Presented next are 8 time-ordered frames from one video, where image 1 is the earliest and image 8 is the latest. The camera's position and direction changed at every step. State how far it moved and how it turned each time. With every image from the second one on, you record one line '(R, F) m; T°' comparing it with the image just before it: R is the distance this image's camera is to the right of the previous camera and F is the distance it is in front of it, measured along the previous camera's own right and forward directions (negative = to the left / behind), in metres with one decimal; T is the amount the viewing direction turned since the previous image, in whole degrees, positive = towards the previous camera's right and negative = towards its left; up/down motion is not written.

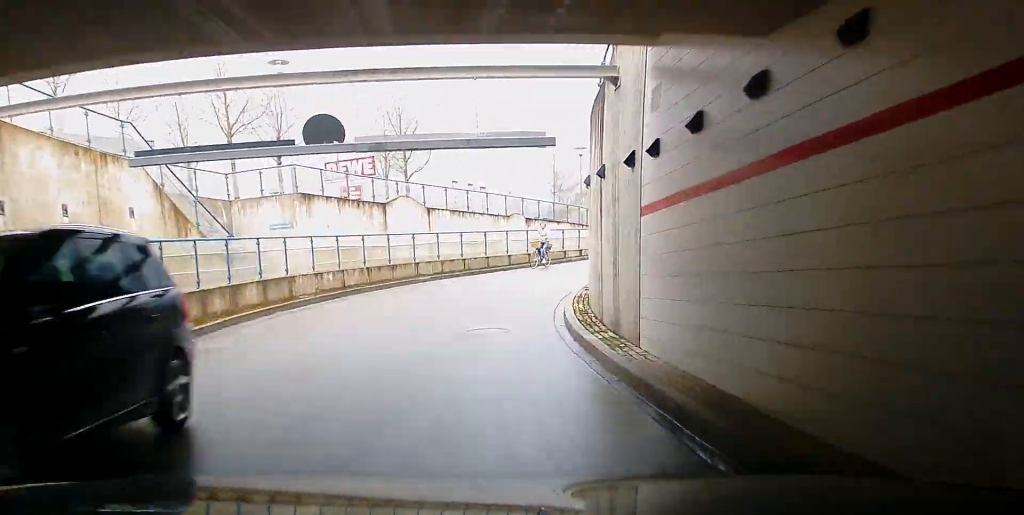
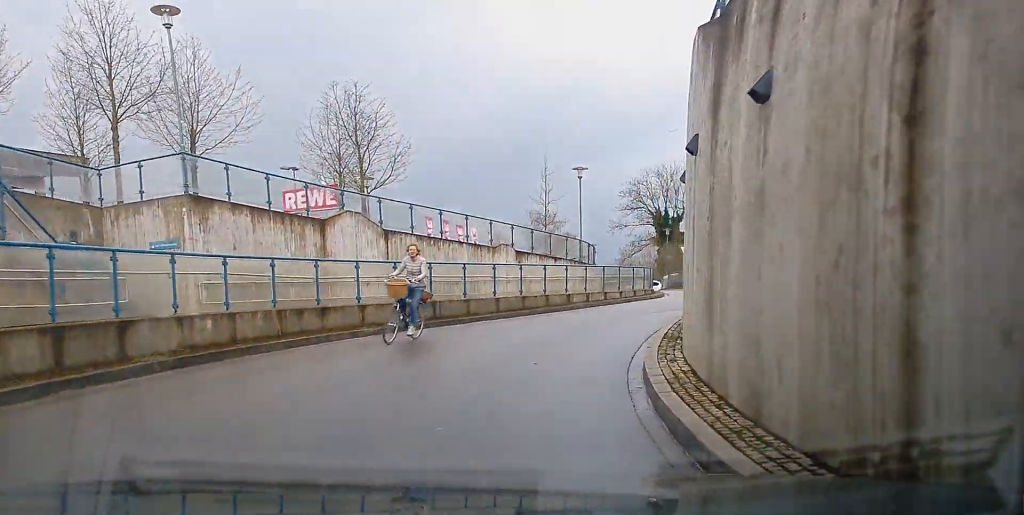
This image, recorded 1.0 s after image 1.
(-0.3, +8.9) m; +5°
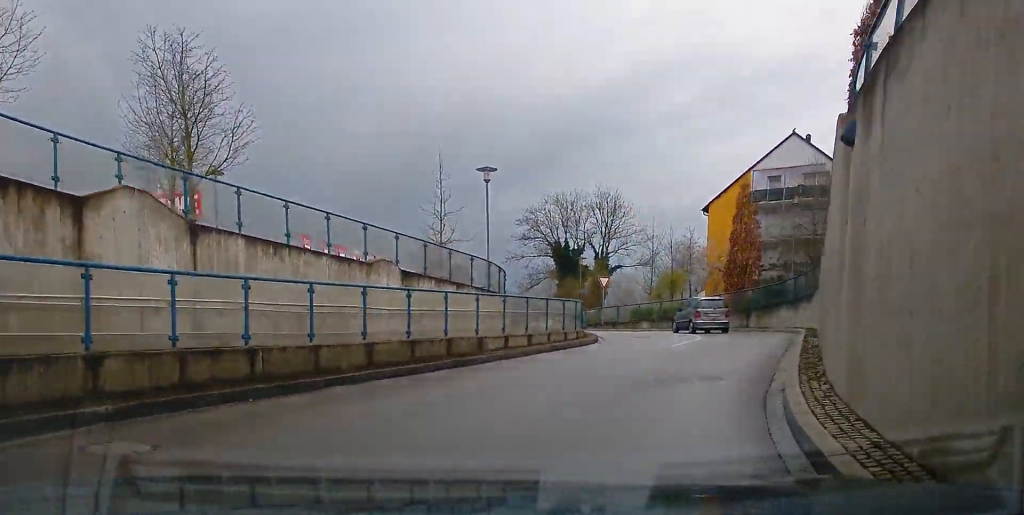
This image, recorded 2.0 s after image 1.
(+1.3, +8.9) m; +8°
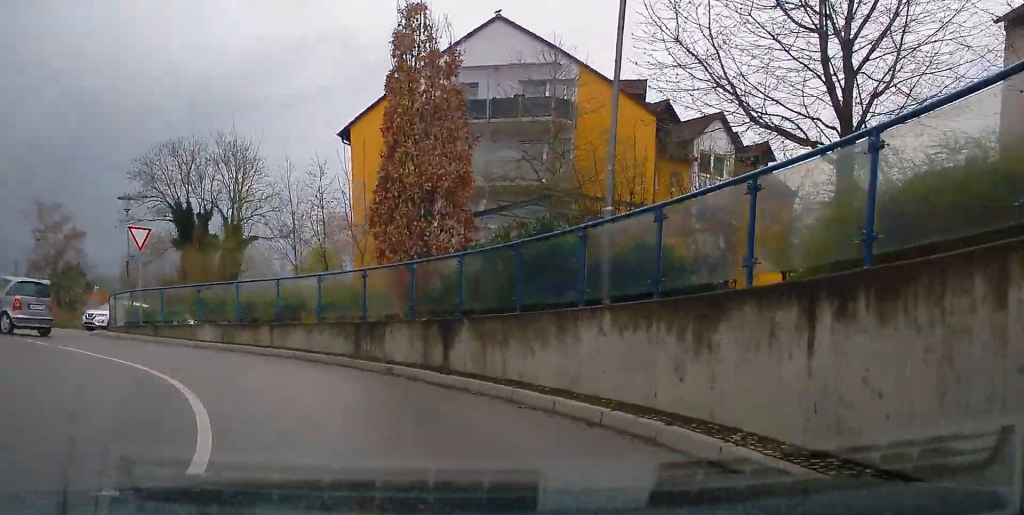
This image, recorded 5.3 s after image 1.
(+4.8, +24.1) m; +8°
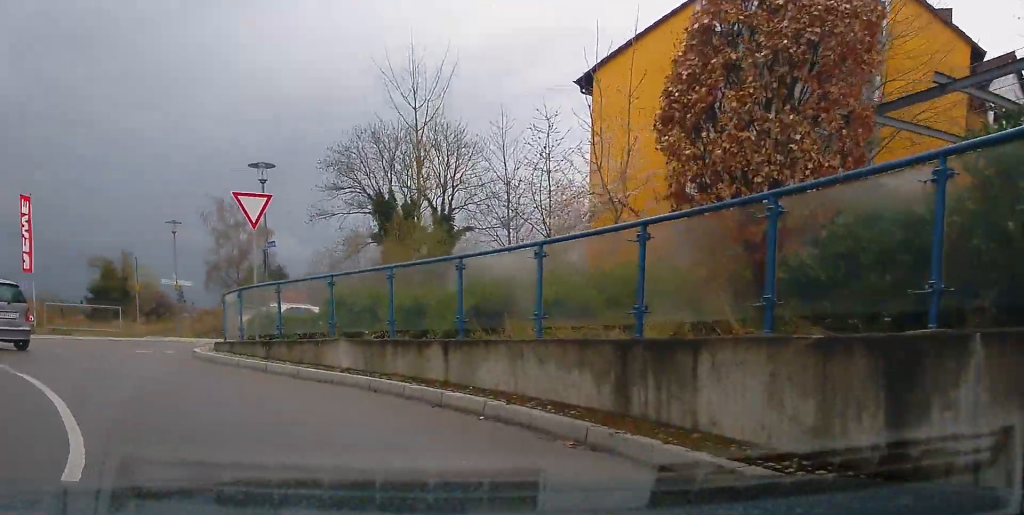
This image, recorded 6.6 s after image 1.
(-1.5, +6.7) m; -14°
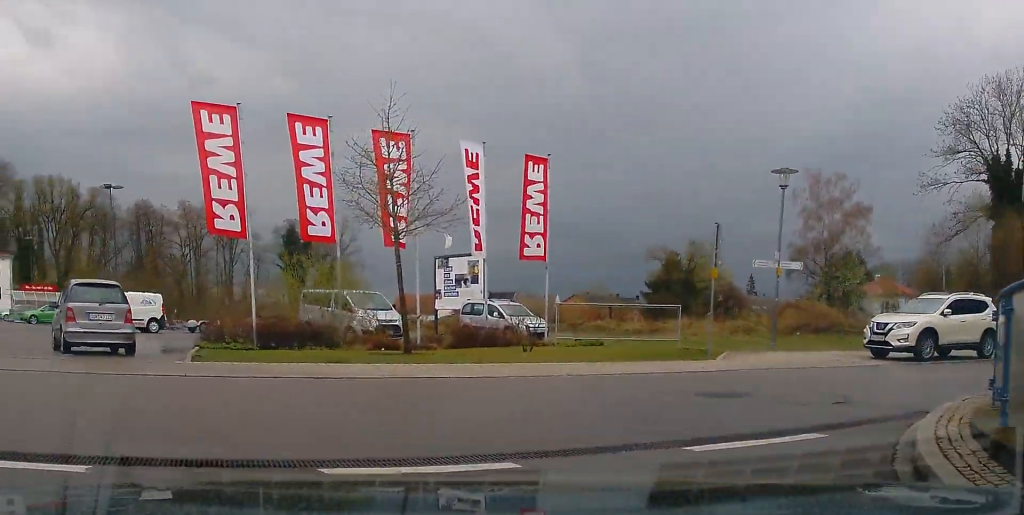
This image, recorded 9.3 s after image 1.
(-3.0, +11.3) m; -41°
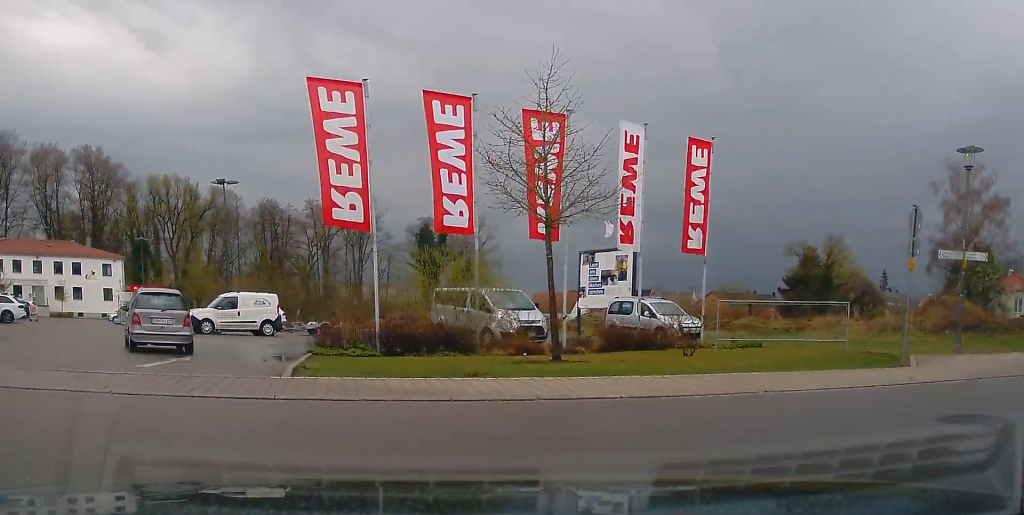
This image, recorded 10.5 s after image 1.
(-1.0, +3.4) m; -29°
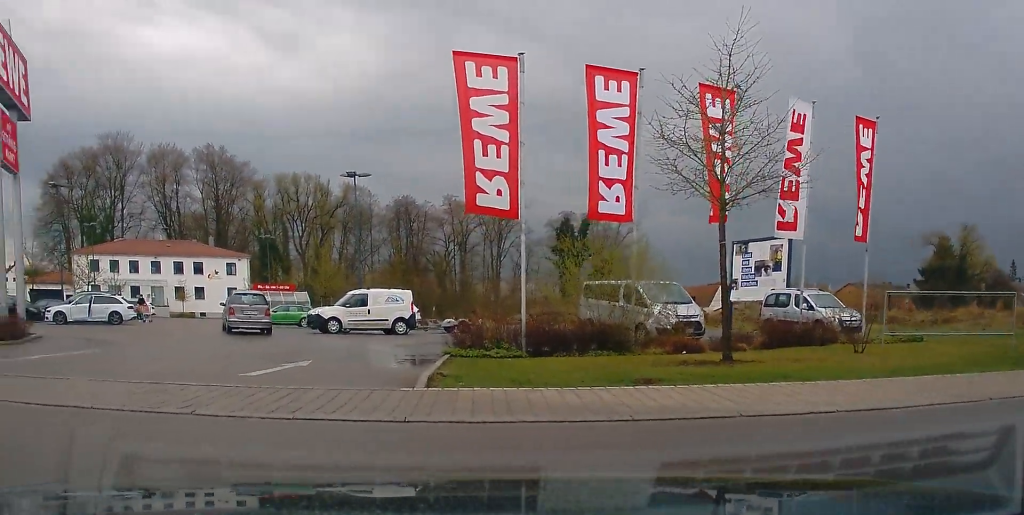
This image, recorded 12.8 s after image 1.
(-3.4, +5.7) m; -52°
